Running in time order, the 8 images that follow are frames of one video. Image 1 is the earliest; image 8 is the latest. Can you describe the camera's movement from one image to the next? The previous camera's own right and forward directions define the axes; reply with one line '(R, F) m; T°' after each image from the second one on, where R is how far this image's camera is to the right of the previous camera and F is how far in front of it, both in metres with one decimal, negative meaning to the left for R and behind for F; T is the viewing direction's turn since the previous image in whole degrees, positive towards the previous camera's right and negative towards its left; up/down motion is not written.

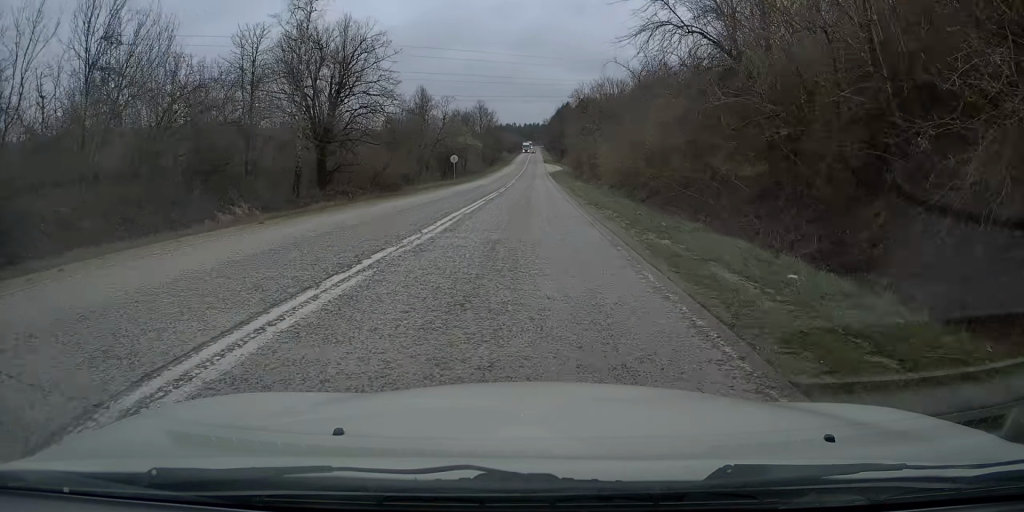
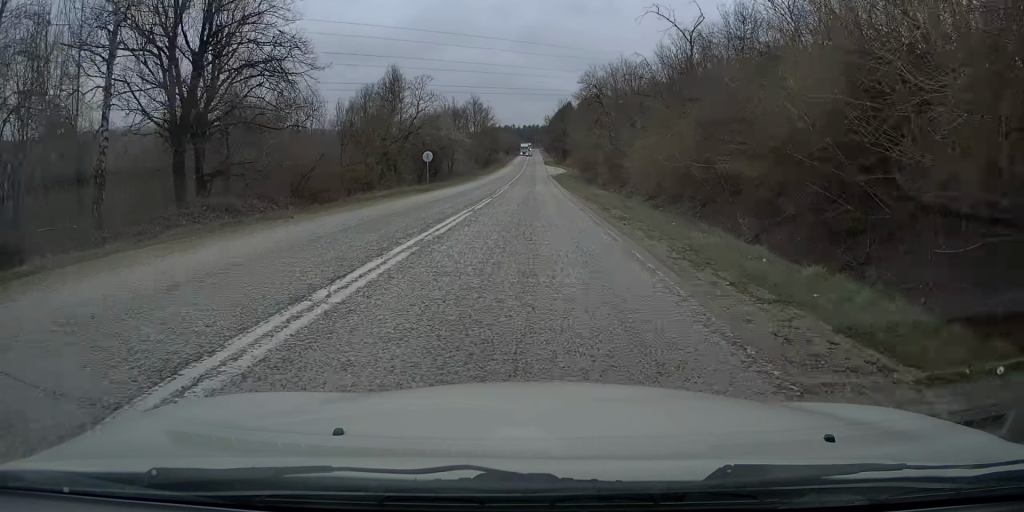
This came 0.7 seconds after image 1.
(+0.2, +15.9) m; +1°
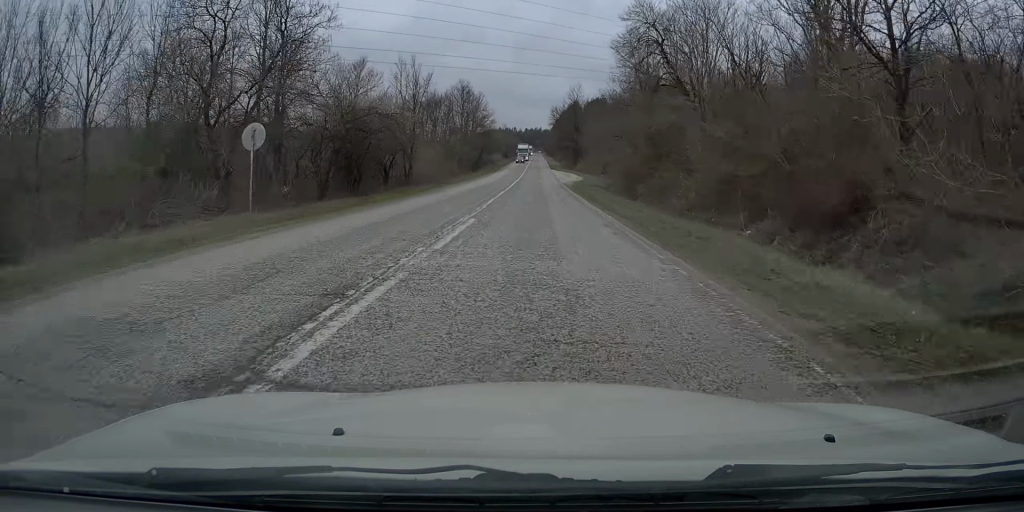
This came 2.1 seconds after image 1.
(+0.1, +30.3) m; -1°
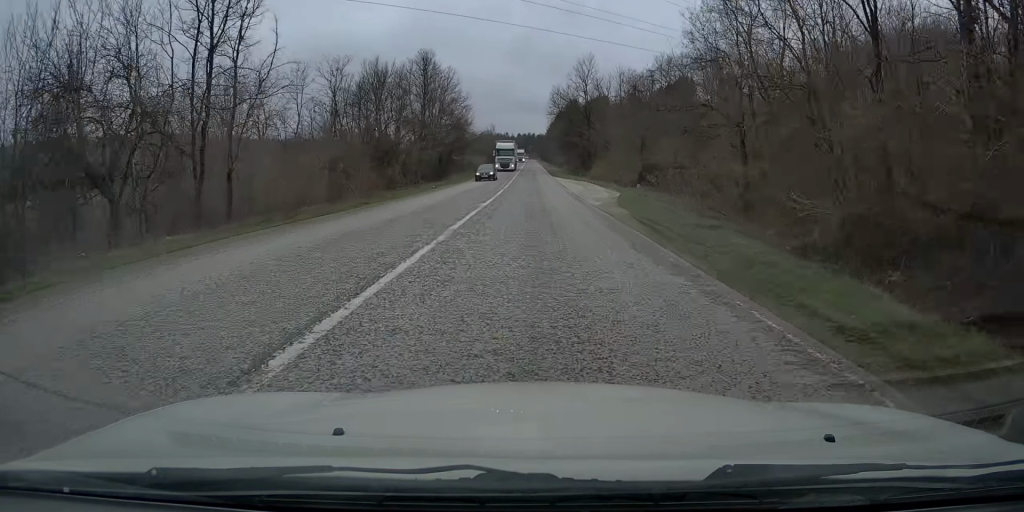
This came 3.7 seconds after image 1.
(-0.2, +33.1) m; 0°
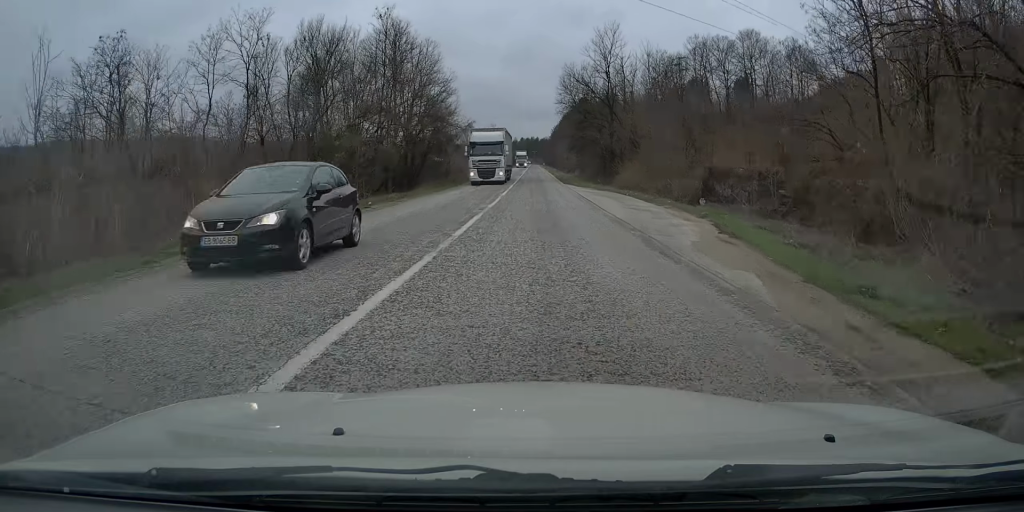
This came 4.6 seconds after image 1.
(+0.1, +18.7) m; +1°
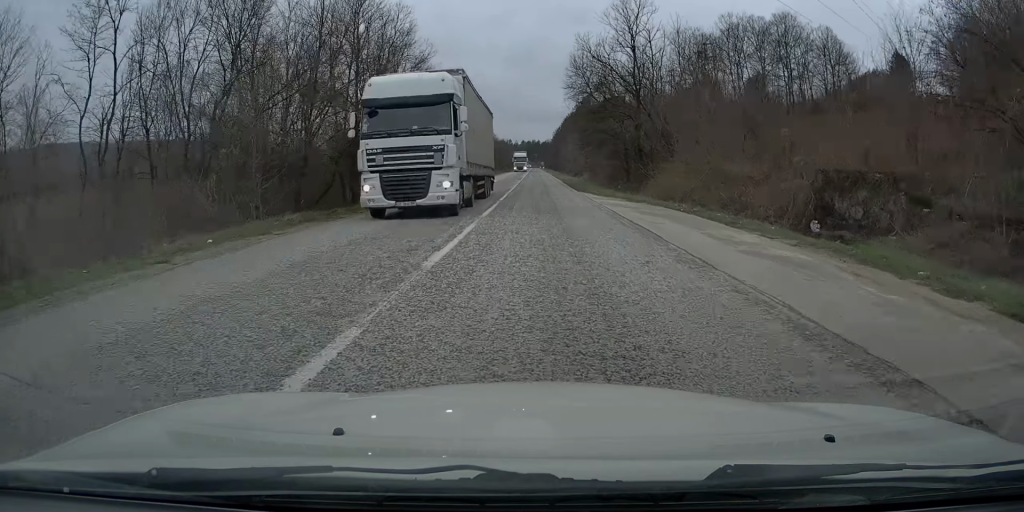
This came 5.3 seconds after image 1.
(0.0, +13.7) m; 0°
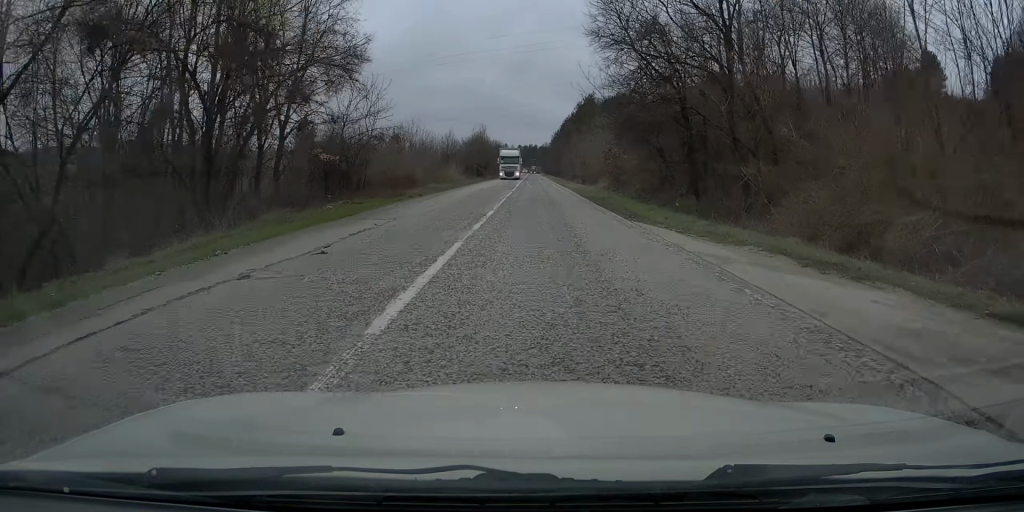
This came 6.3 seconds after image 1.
(+0.1, +20.9) m; 0°
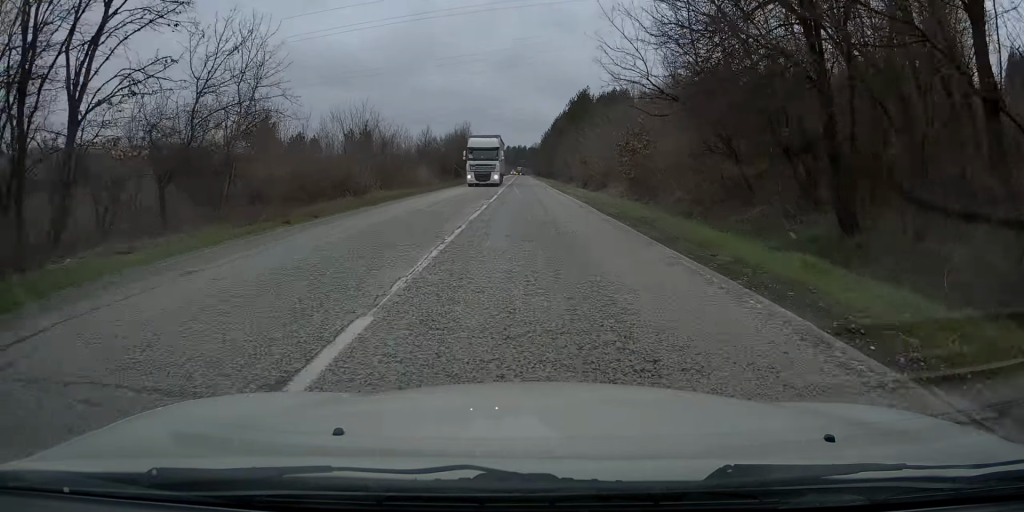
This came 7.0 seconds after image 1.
(-0.1, +14.7) m; 0°
